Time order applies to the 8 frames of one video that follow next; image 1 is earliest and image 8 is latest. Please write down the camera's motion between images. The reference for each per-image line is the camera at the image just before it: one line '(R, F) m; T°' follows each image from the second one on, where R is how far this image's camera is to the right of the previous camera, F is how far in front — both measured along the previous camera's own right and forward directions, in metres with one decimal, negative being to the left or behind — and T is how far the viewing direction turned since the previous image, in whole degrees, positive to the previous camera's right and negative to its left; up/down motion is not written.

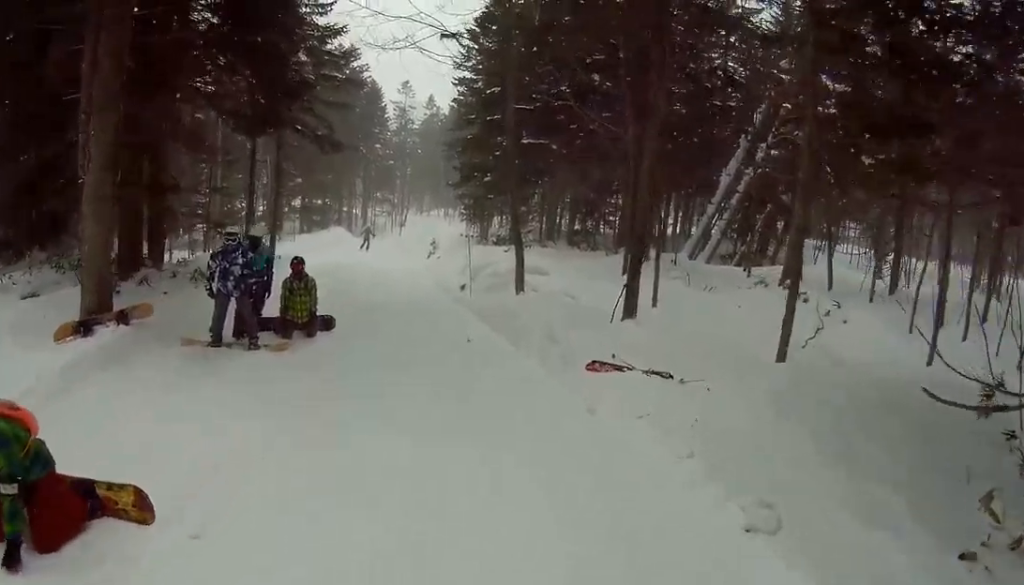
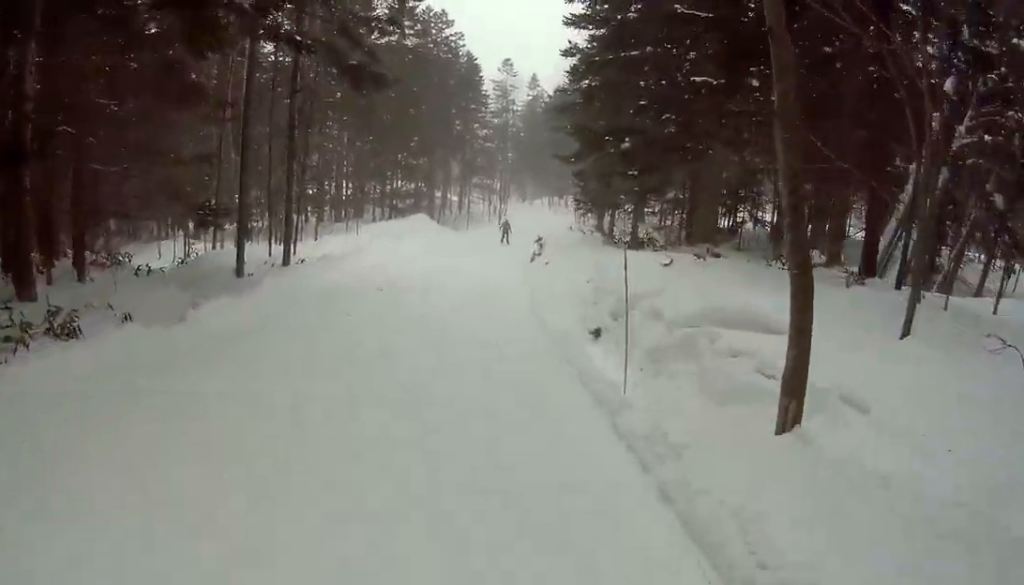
(-0.7, +8.2) m; -10°
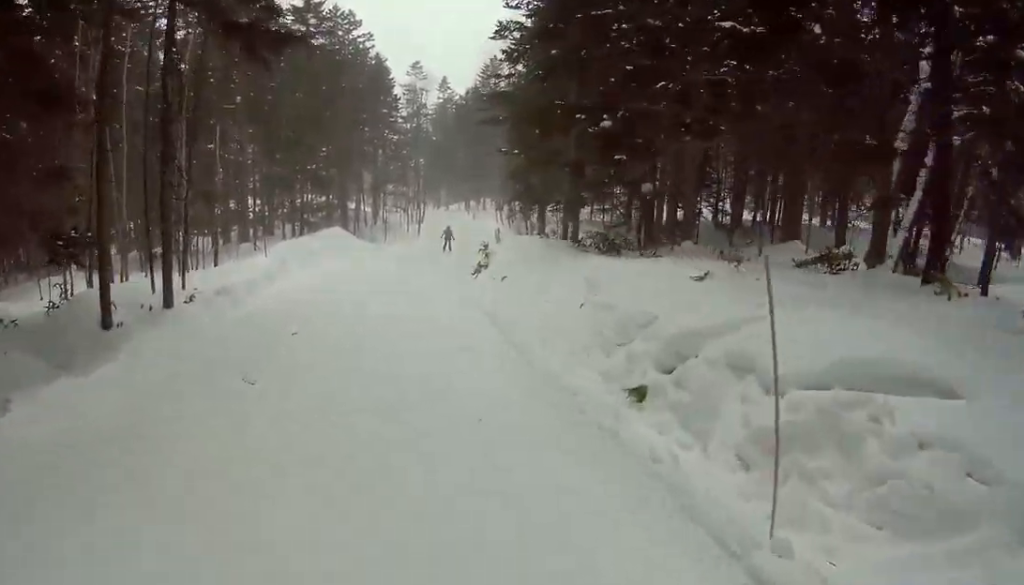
(-0.1, +3.9) m; -1°
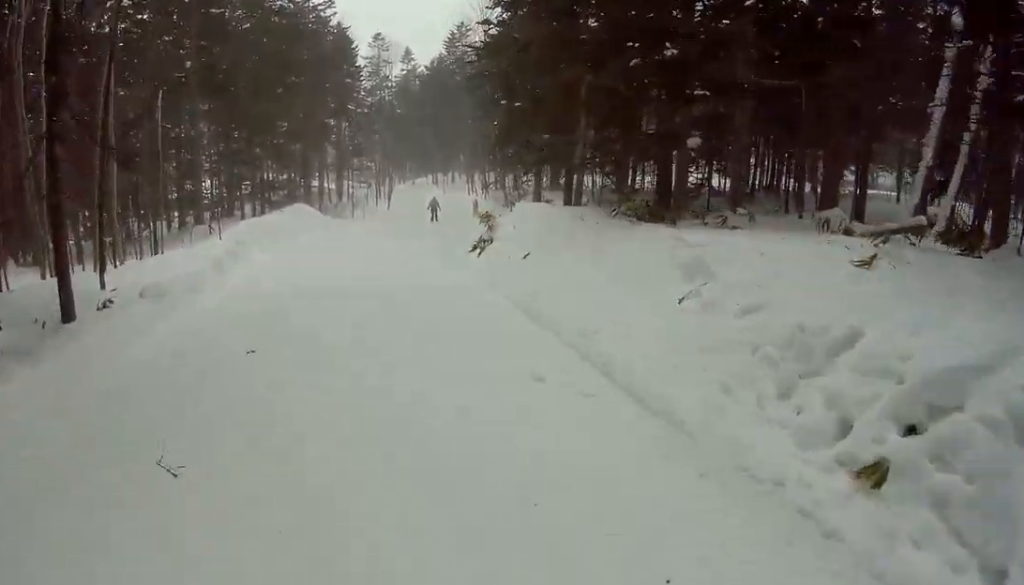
(0.0, +3.3) m; 0°
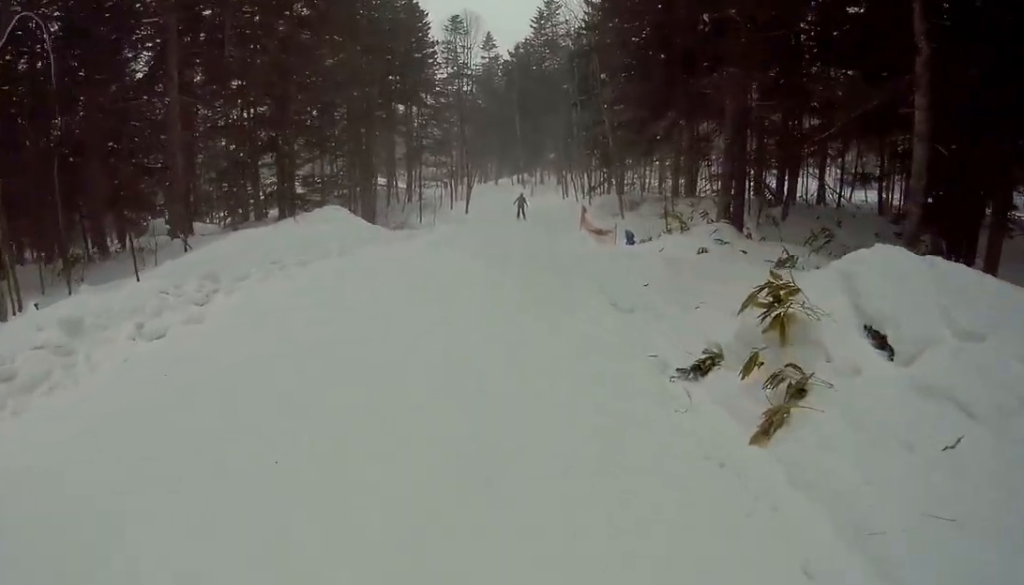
(0.0, +10.2) m; 0°
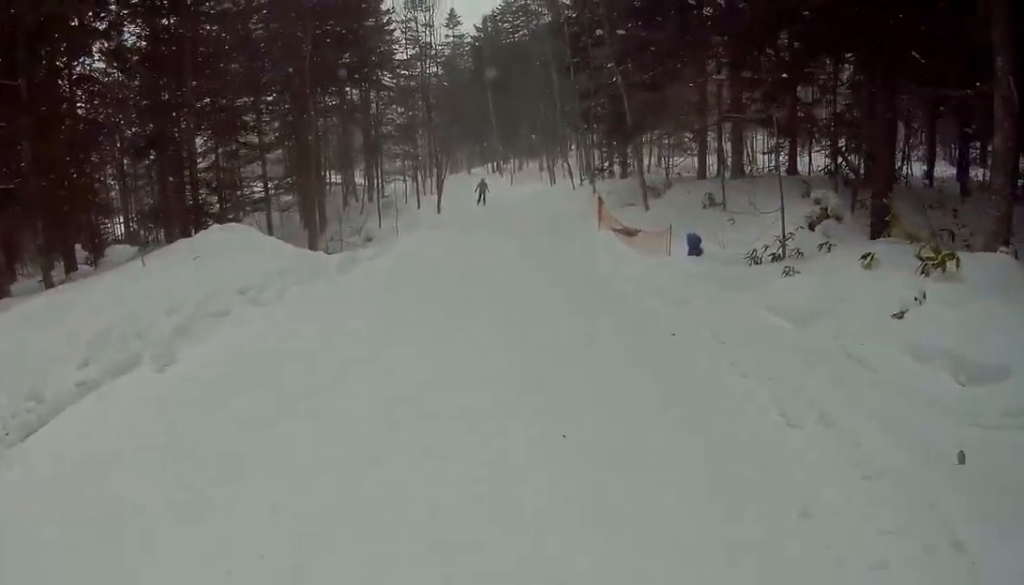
(0.0, +8.0) m; -1°
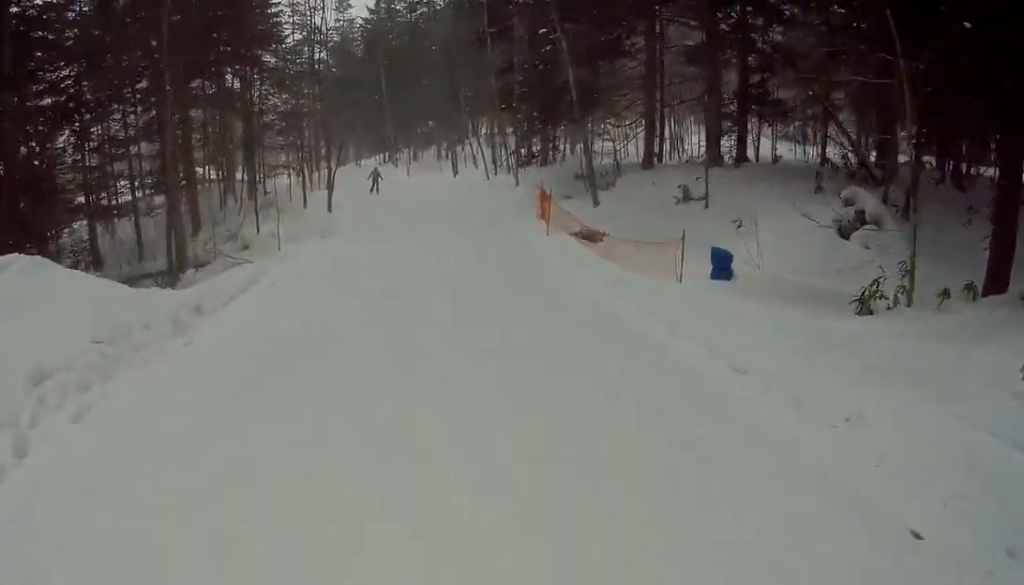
(0.0, +5.2) m; +1°
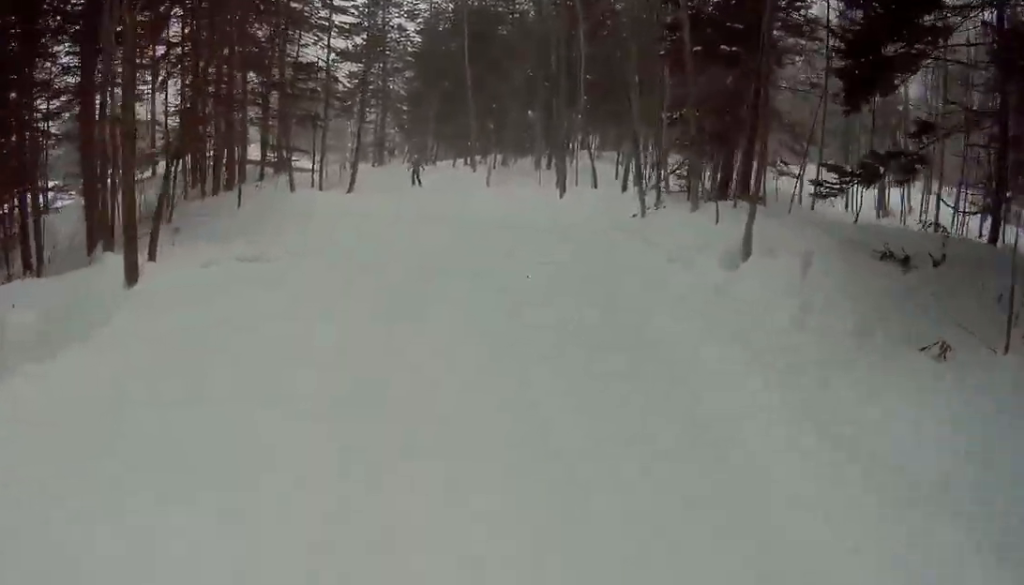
(+3.1, +15.2) m; +15°
